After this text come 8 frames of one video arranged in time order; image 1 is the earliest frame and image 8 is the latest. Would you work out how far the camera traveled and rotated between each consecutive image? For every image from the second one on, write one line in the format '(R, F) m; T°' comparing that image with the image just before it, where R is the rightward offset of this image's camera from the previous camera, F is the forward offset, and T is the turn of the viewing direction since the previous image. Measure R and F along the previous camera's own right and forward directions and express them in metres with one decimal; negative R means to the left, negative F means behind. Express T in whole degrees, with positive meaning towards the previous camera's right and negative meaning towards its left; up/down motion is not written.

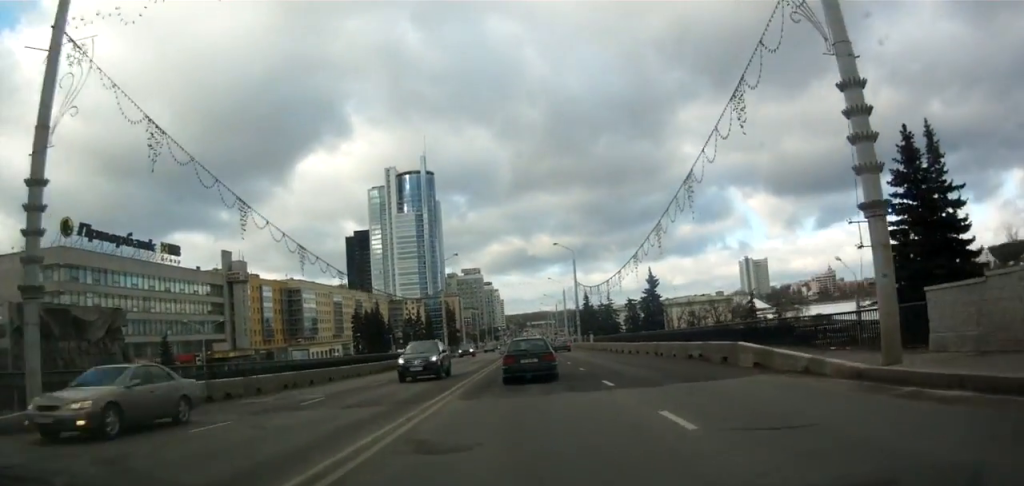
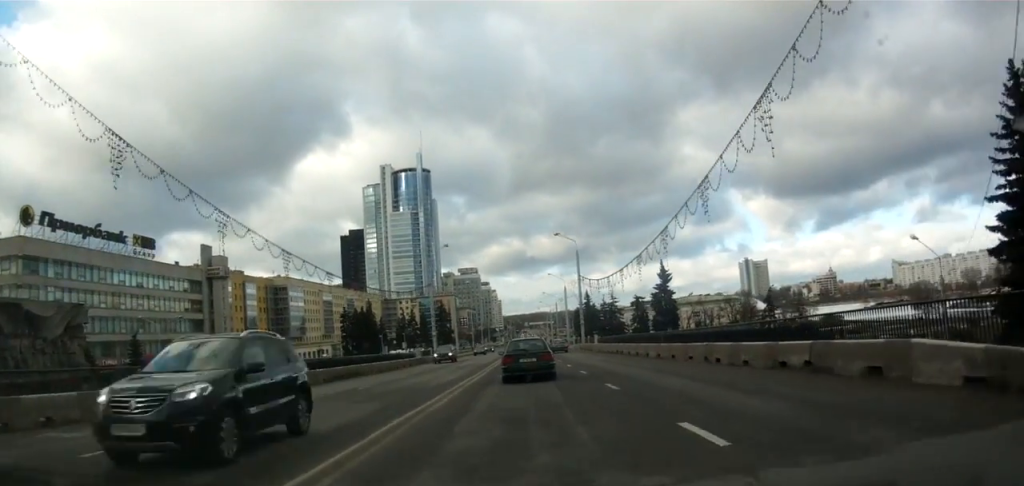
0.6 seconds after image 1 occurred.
(+0.2, +9.6) m; 0°
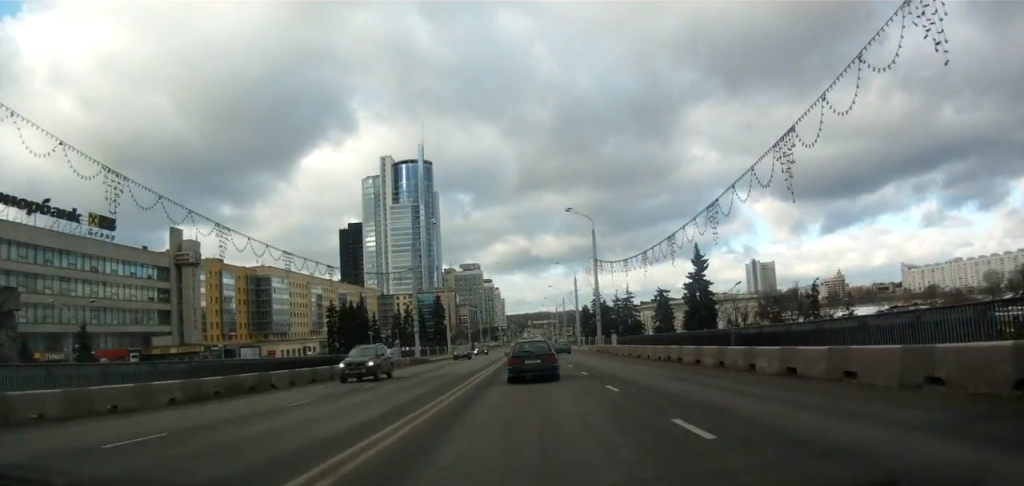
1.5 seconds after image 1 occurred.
(+0.1, +16.1) m; 0°
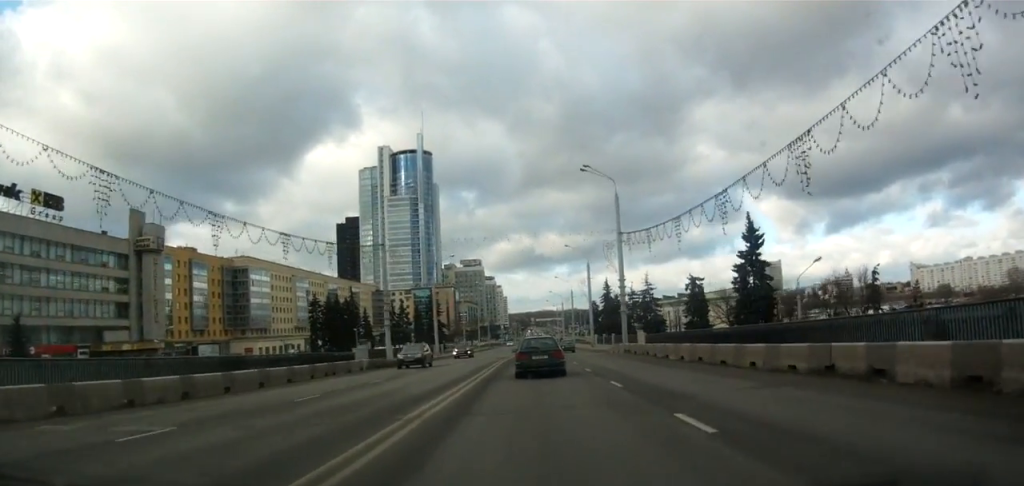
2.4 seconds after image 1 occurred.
(-0.3, +15.7) m; 0°
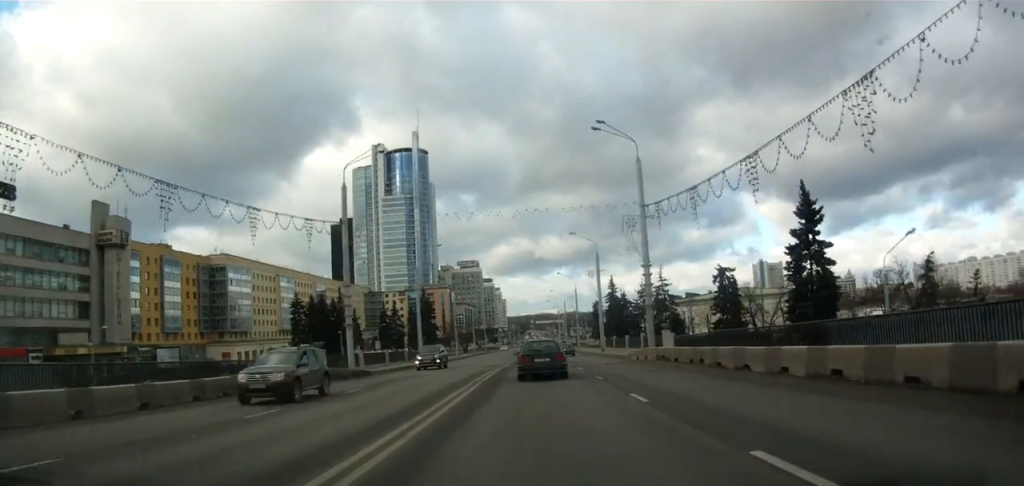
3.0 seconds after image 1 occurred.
(+0.2, +11.6) m; +1°
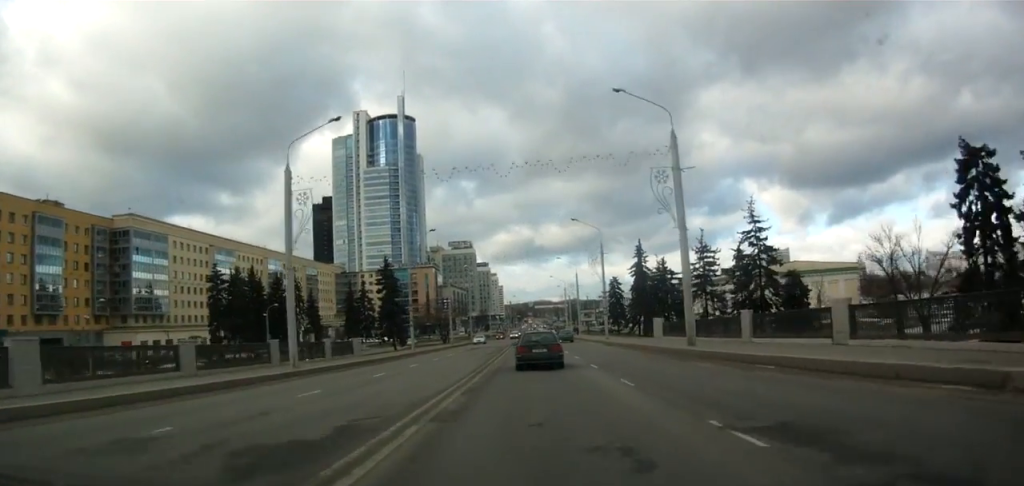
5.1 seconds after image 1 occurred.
(+0.1, +38.5) m; +1°
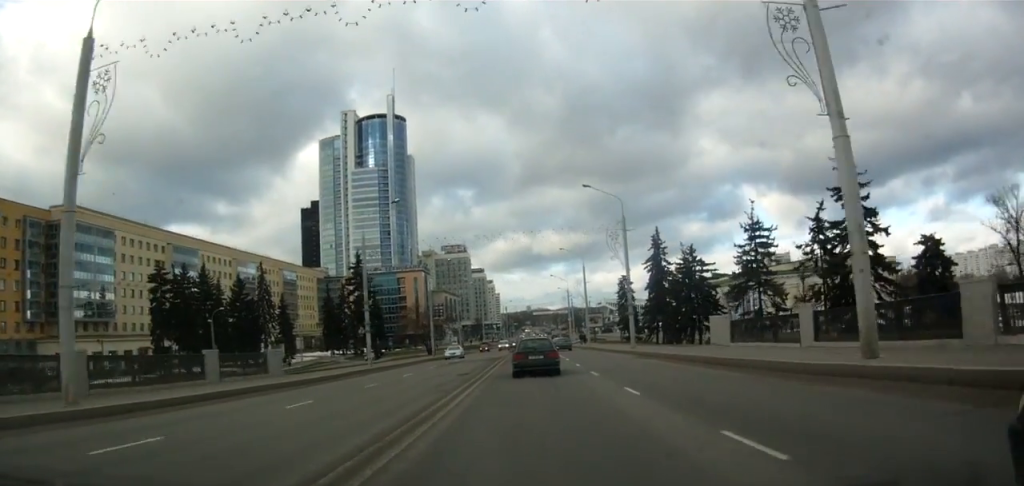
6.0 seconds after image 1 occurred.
(+0.2, +16.6) m; 0°
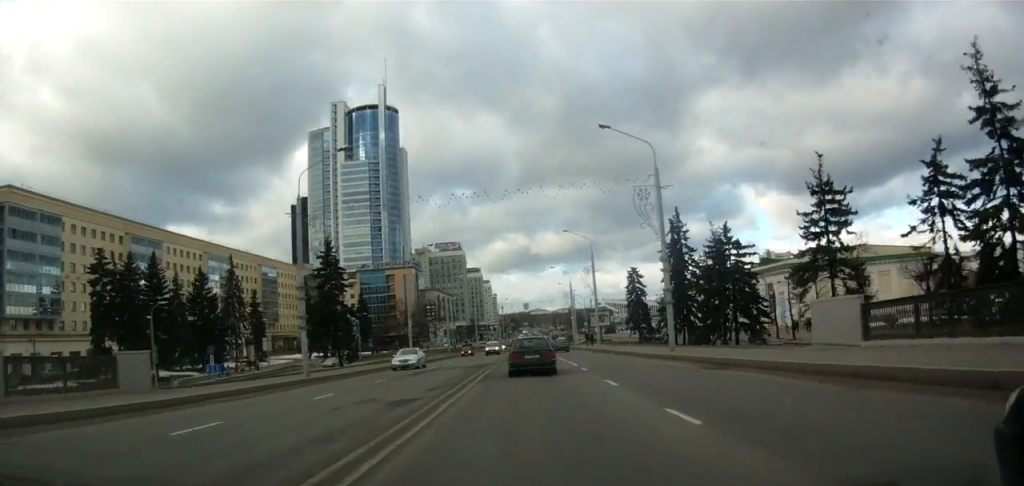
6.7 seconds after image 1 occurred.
(-0.1, +13.7) m; 0°
